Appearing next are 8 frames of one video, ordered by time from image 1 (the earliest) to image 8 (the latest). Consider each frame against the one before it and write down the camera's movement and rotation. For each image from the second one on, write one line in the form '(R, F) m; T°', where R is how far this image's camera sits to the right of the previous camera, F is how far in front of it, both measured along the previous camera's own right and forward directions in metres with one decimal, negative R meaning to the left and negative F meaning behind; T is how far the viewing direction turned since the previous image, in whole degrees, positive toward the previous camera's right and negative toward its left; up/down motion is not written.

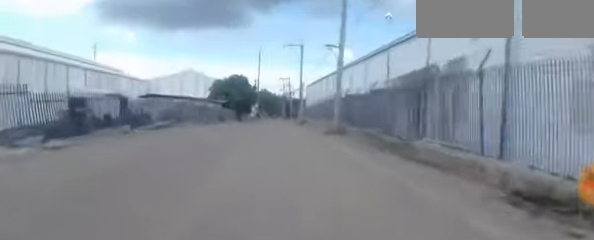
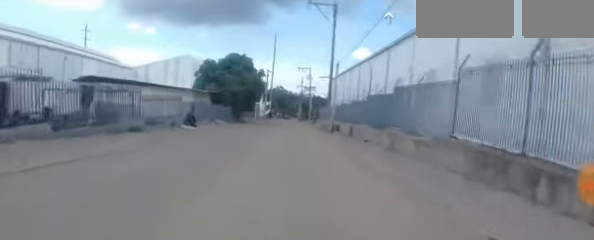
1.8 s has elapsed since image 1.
(-0.1, +18.4) m; 0°
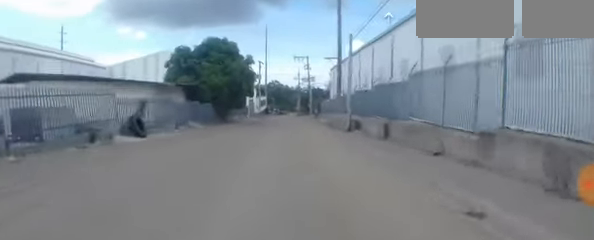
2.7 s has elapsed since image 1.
(0.0, +8.2) m; 0°
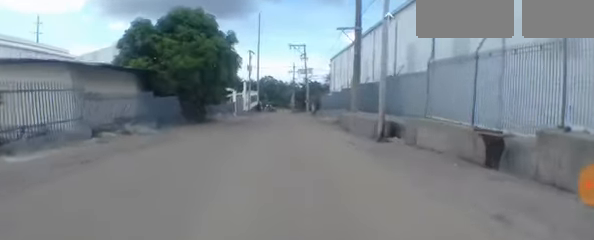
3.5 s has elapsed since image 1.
(-0.2, +8.0) m; 0°
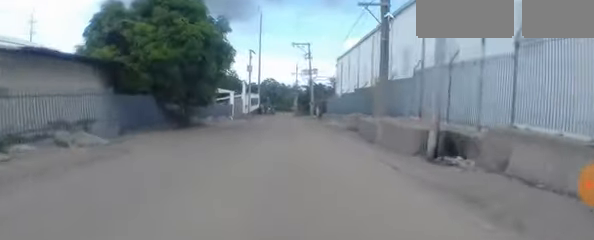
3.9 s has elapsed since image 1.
(+0.1, +4.0) m; +1°
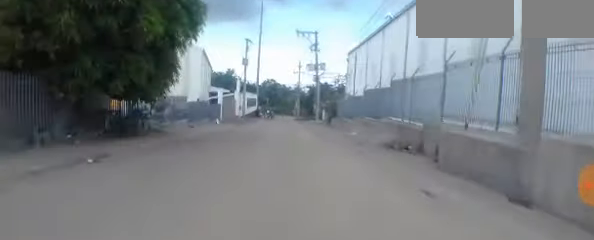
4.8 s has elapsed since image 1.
(0.0, +8.2) m; -1°
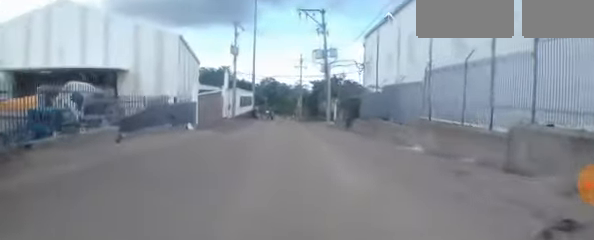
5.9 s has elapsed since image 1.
(-0.3, +9.4) m; -2°
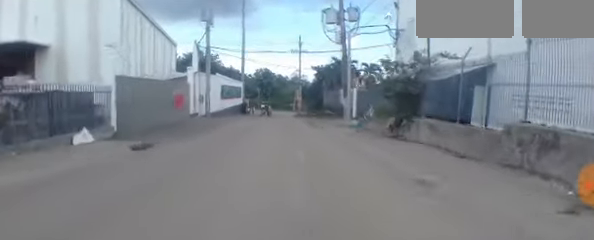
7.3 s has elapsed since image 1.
(0.0, +11.0) m; -2°
